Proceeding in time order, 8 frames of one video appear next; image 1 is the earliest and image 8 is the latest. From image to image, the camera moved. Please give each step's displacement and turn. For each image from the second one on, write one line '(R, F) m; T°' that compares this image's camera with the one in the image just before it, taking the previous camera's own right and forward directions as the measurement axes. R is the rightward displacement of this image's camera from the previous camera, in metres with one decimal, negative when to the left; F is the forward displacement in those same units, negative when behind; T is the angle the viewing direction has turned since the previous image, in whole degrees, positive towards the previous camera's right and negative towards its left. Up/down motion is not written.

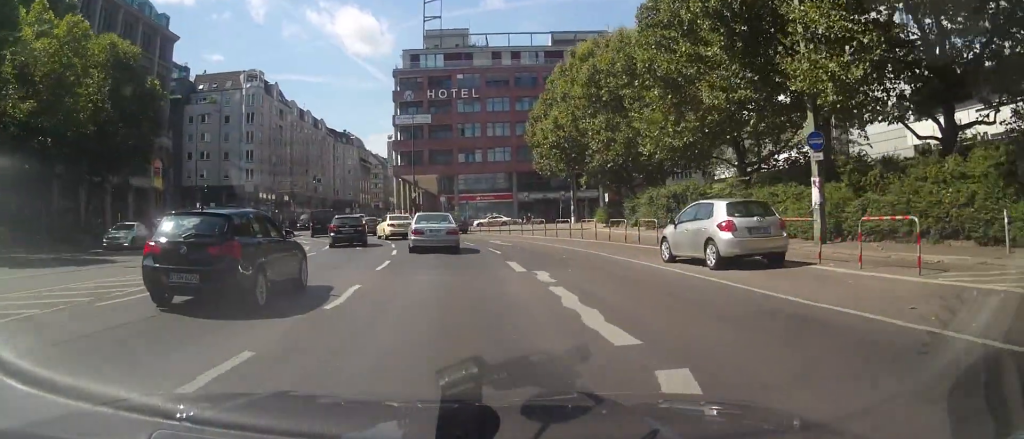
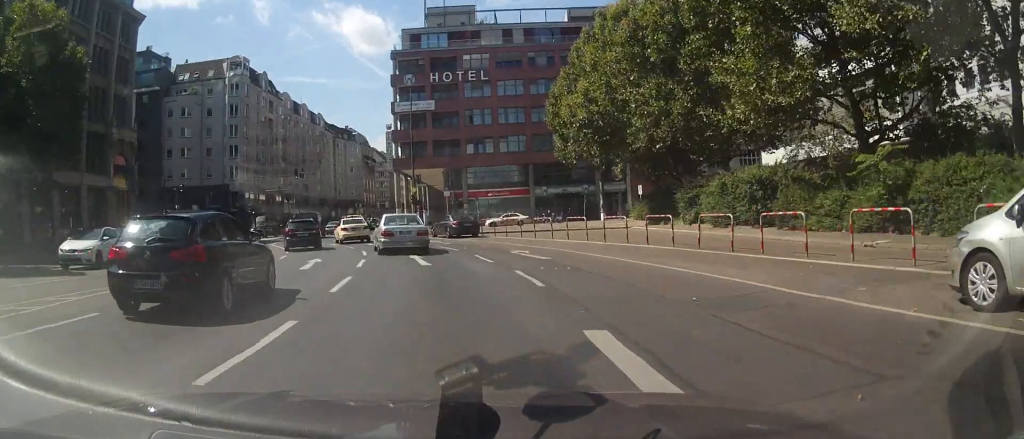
(+0.5, +10.2) m; 0°
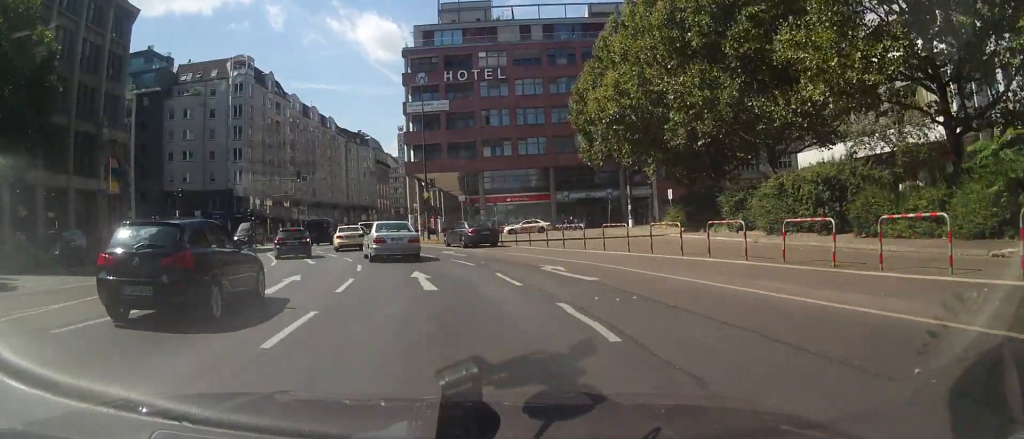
(-0.2, +4.1) m; -1°
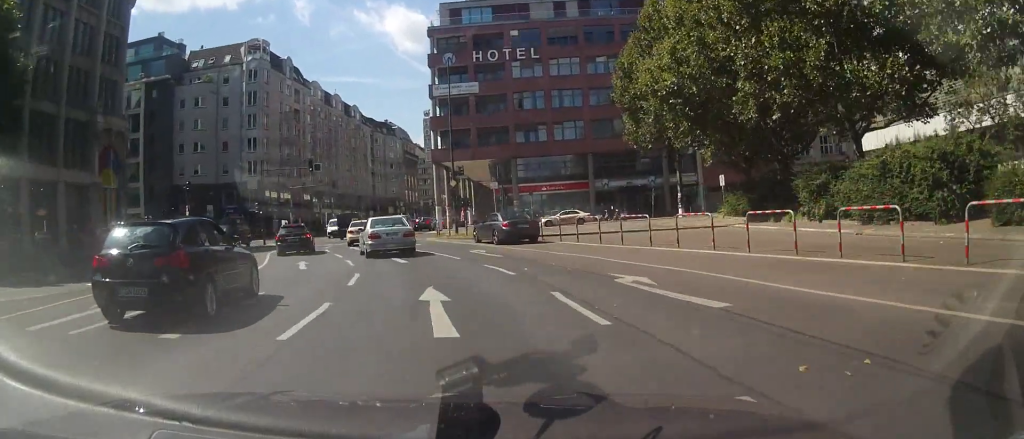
(-0.2, +5.1) m; -2°
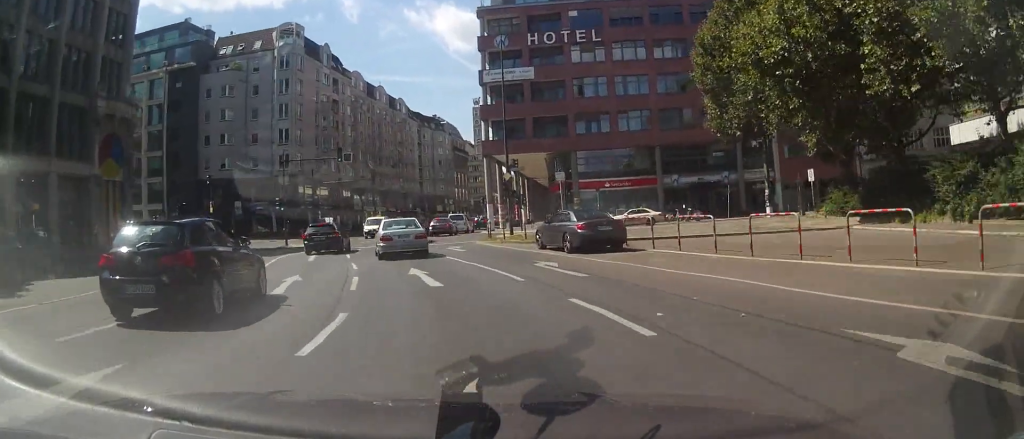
(0.0, +6.3) m; -3°
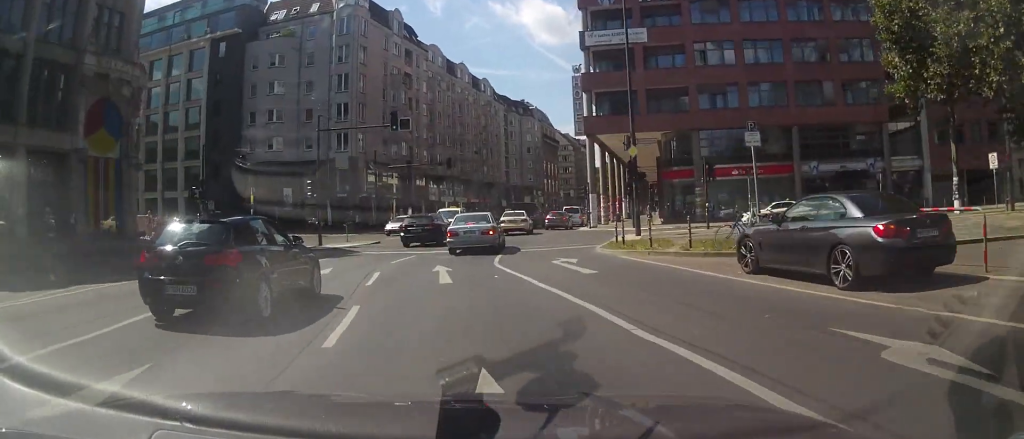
(-0.5, +10.6) m; -7°
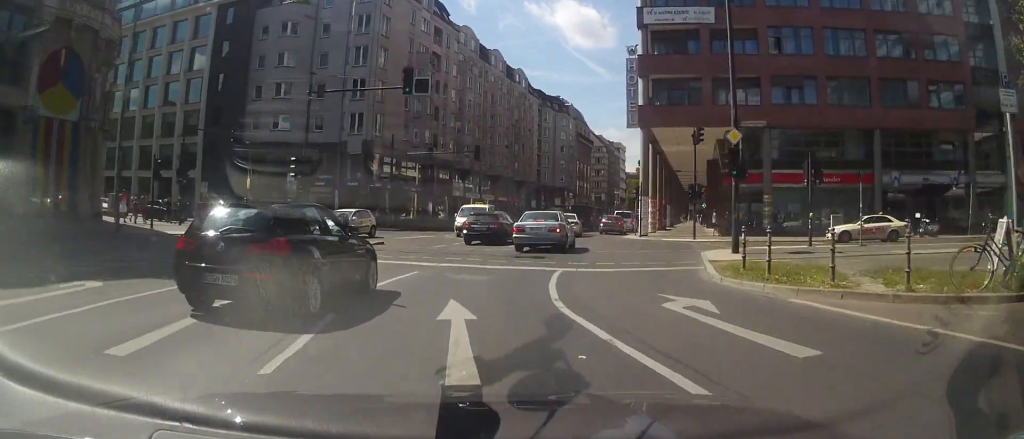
(-0.4, +7.2) m; -3°
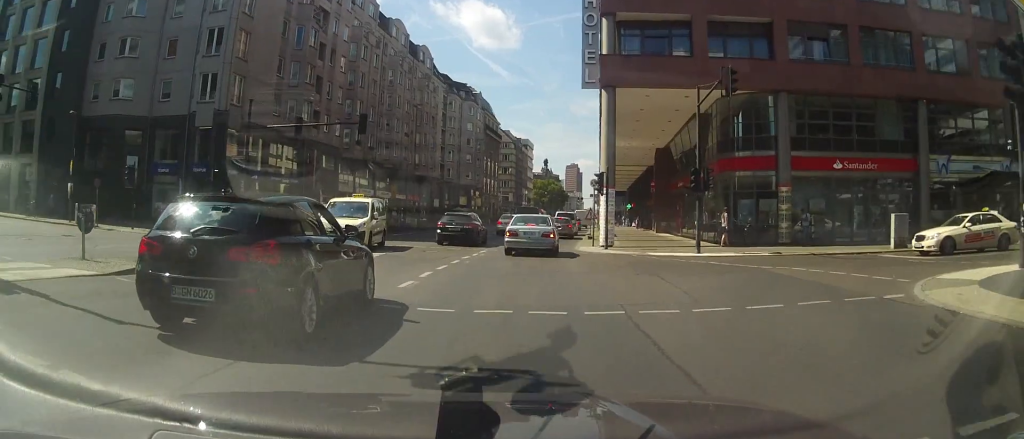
(-0.3, +13.5) m; +3°
